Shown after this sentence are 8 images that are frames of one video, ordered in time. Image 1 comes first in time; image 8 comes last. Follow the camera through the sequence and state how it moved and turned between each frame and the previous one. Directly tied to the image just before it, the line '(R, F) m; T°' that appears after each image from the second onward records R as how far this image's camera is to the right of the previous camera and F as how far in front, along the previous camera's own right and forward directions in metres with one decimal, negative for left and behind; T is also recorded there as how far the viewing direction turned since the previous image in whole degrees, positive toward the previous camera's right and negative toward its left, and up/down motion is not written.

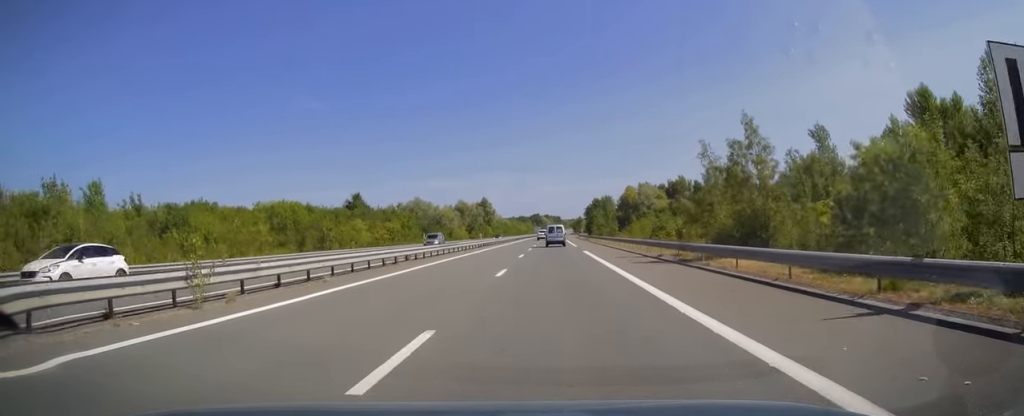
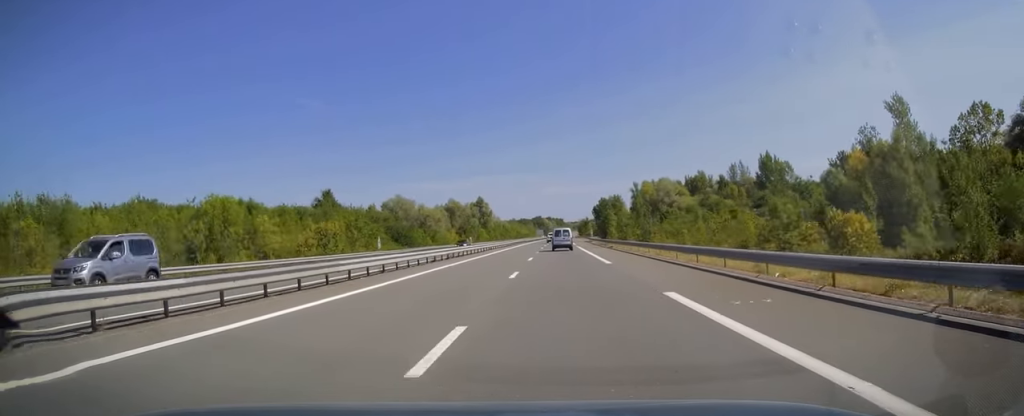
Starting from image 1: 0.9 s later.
(0.0, +25.6) m; 0°
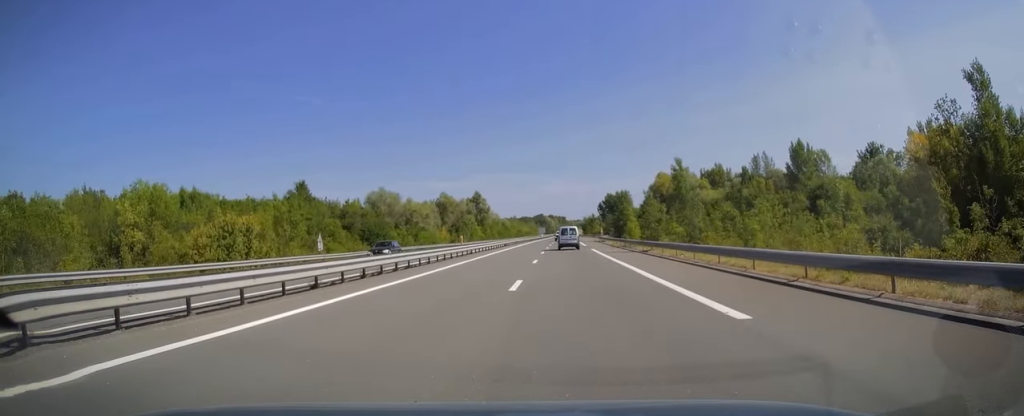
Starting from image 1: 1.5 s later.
(0.0, +17.8) m; 0°
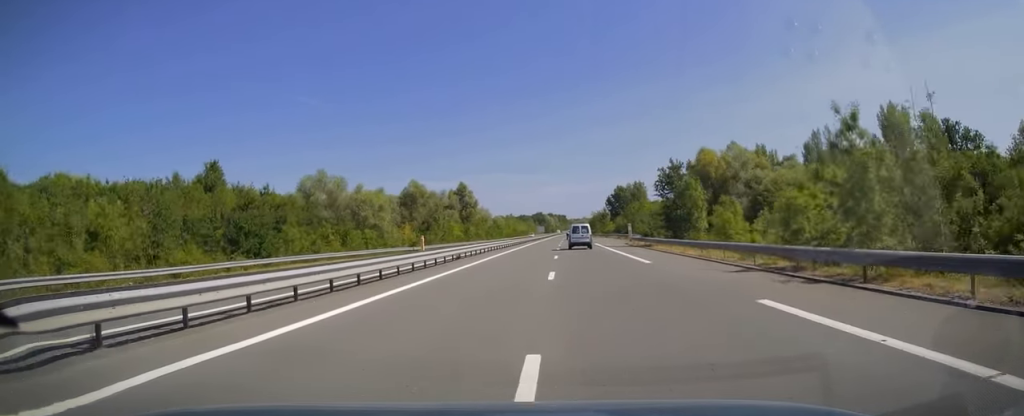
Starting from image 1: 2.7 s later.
(-0.2, +37.3) m; 0°
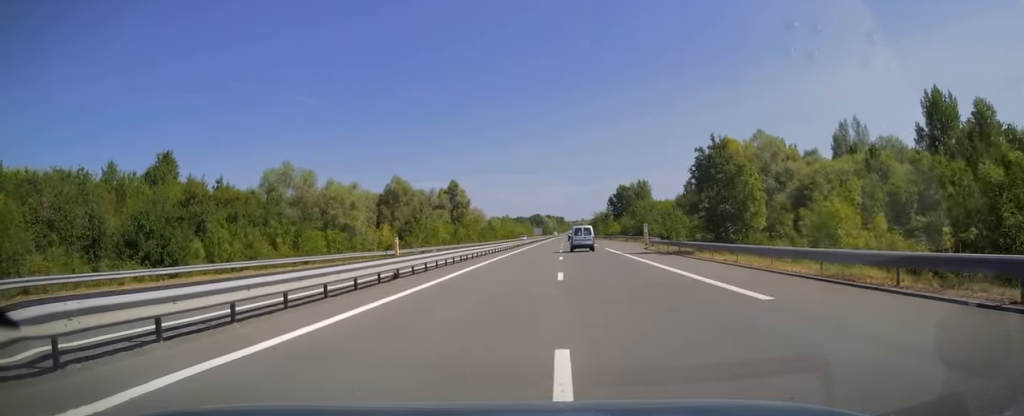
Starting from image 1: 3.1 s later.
(+0.1, +13.0) m; 0°
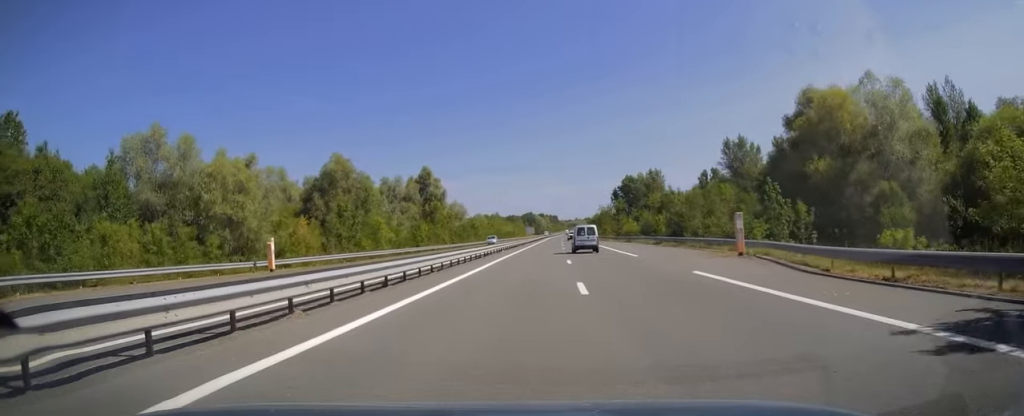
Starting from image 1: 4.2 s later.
(0.0, +30.7) m; 0°
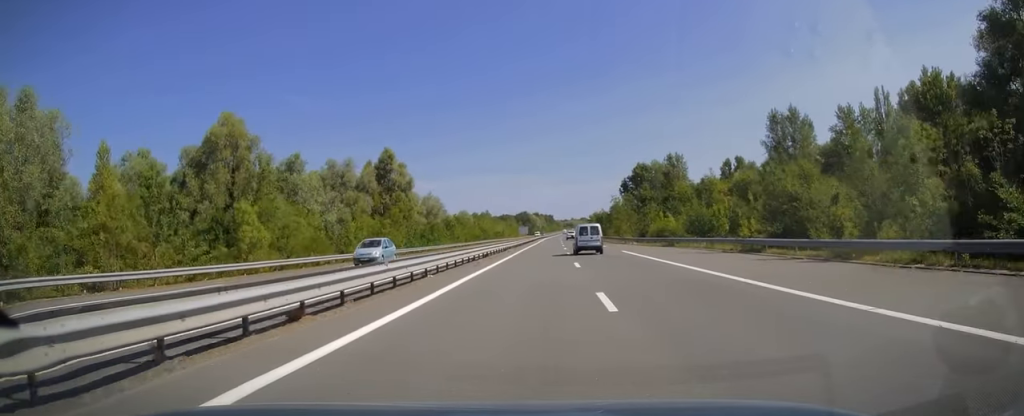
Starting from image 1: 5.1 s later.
(+0.1, +30.0) m; +1°
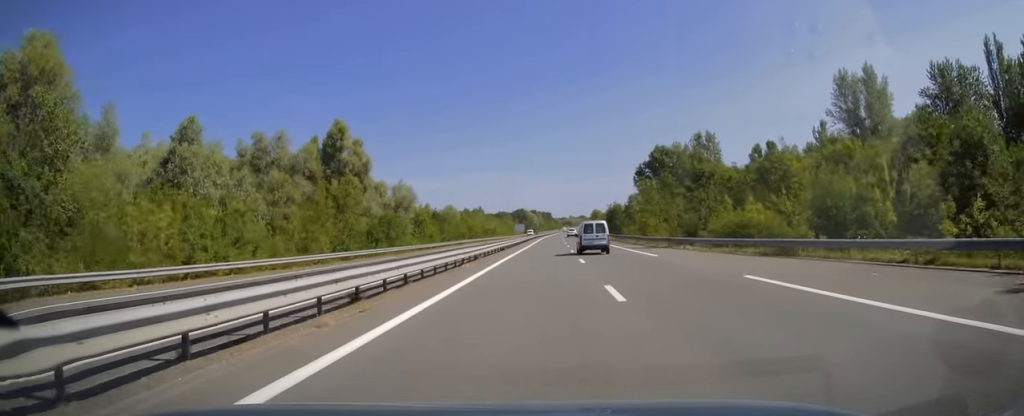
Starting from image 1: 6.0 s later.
(+0.1, +25.7) m; 0°
